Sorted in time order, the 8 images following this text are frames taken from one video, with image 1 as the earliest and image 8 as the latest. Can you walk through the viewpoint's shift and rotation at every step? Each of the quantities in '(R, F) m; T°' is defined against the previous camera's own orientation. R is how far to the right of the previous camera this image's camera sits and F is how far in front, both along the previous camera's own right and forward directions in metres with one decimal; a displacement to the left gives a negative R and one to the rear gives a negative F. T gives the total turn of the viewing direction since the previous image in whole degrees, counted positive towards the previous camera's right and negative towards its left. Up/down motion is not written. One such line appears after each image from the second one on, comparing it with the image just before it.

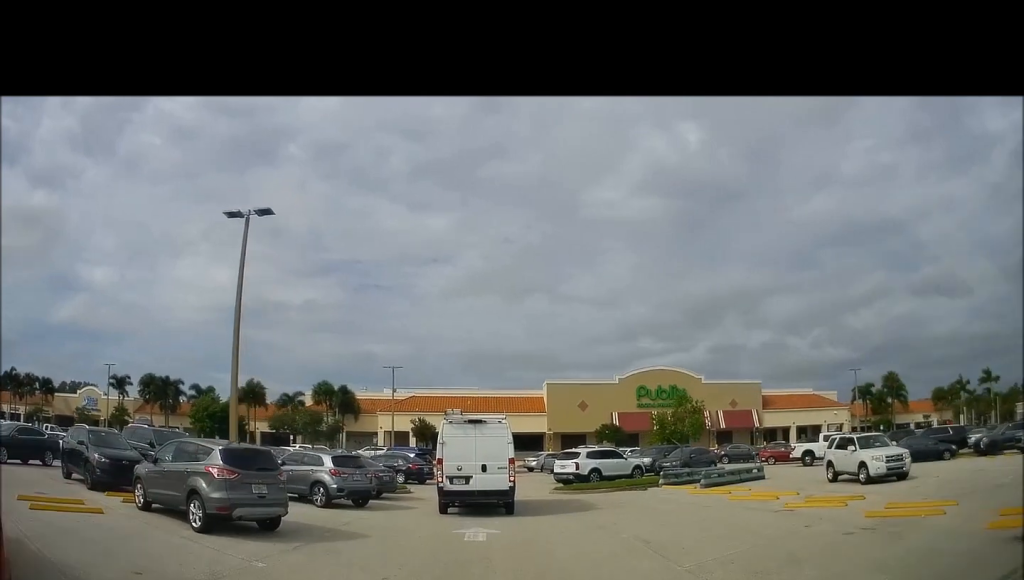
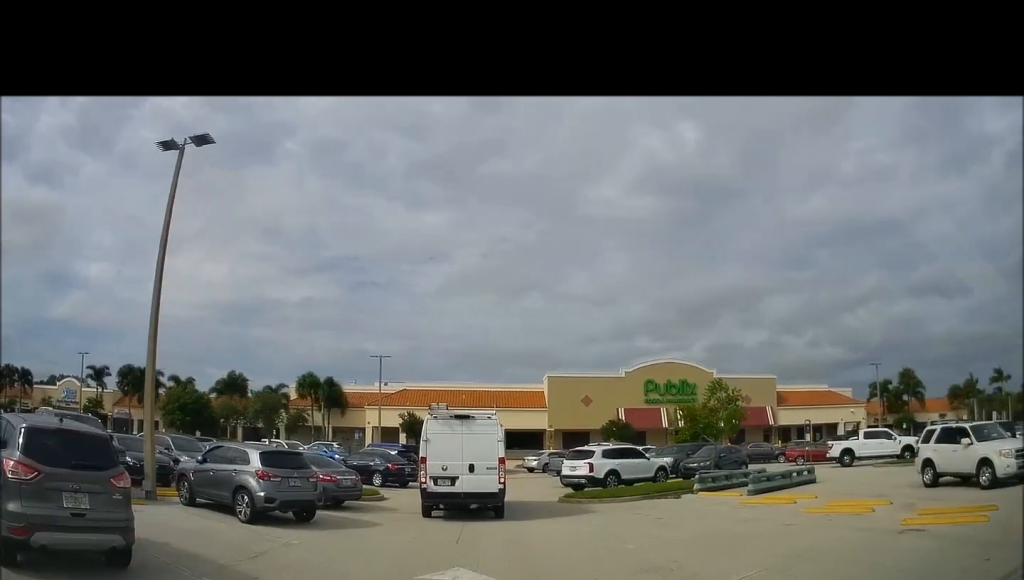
(0.0, +4.8) m; 0°
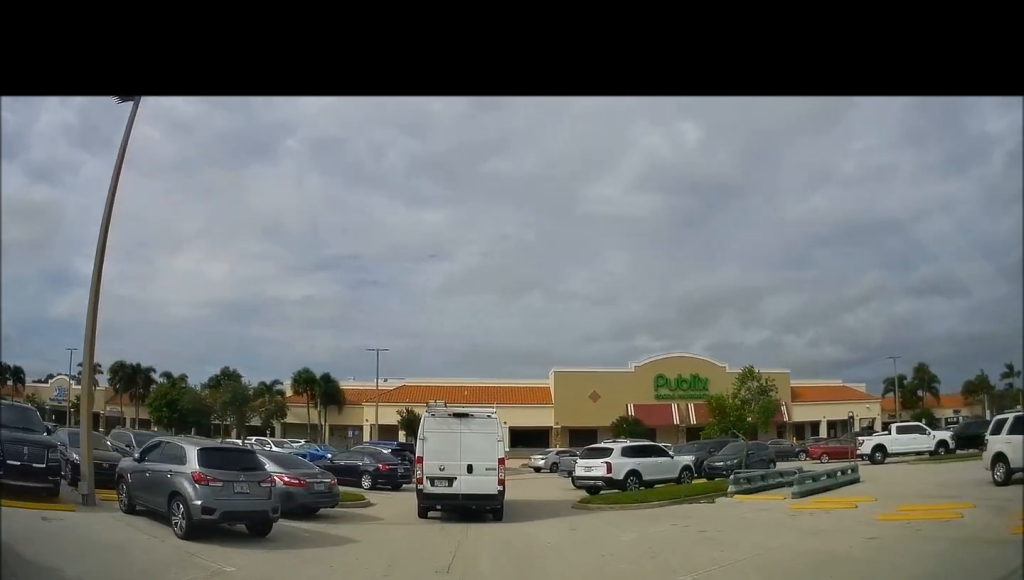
(0.0, +3.0) m; 0°
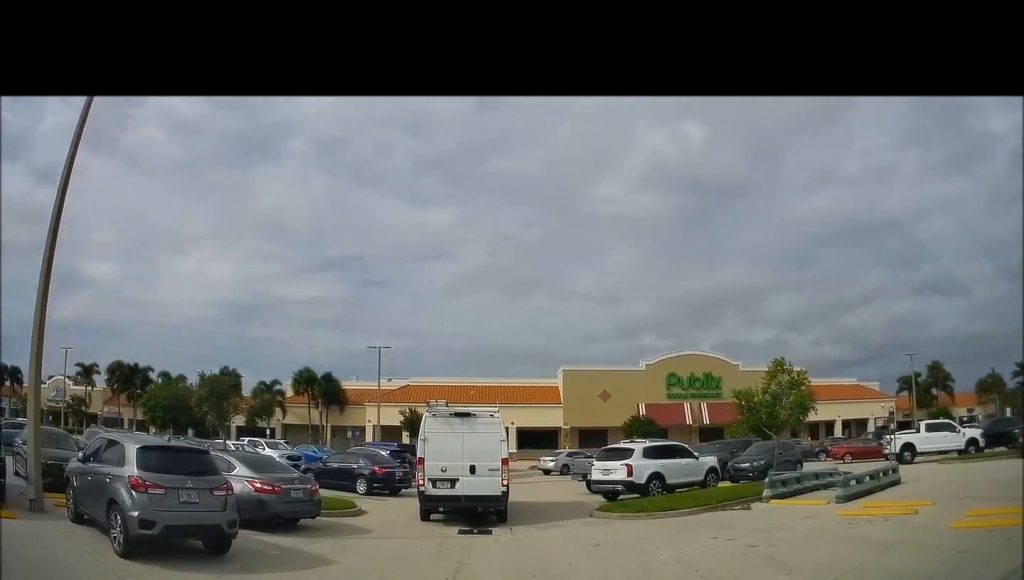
(0.0, +2.1) m; 0°
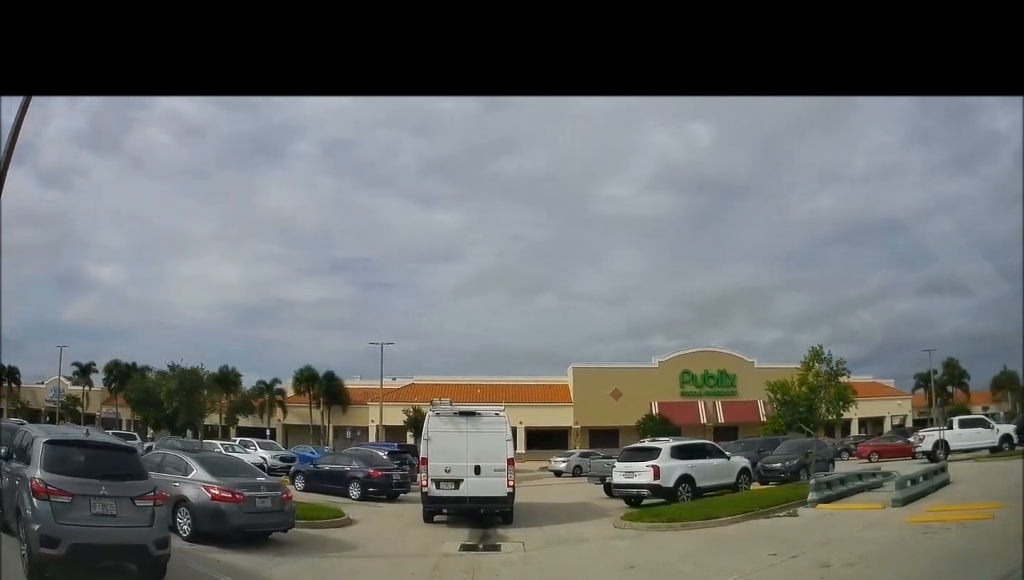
(0.0, +2.1) m; 0°
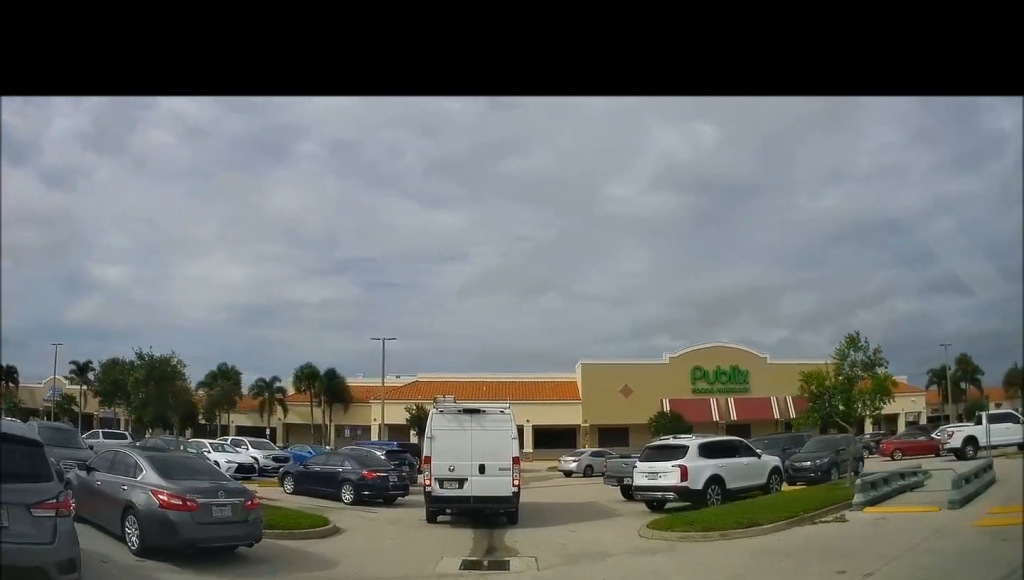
(0.0, +1.7) m; 0°
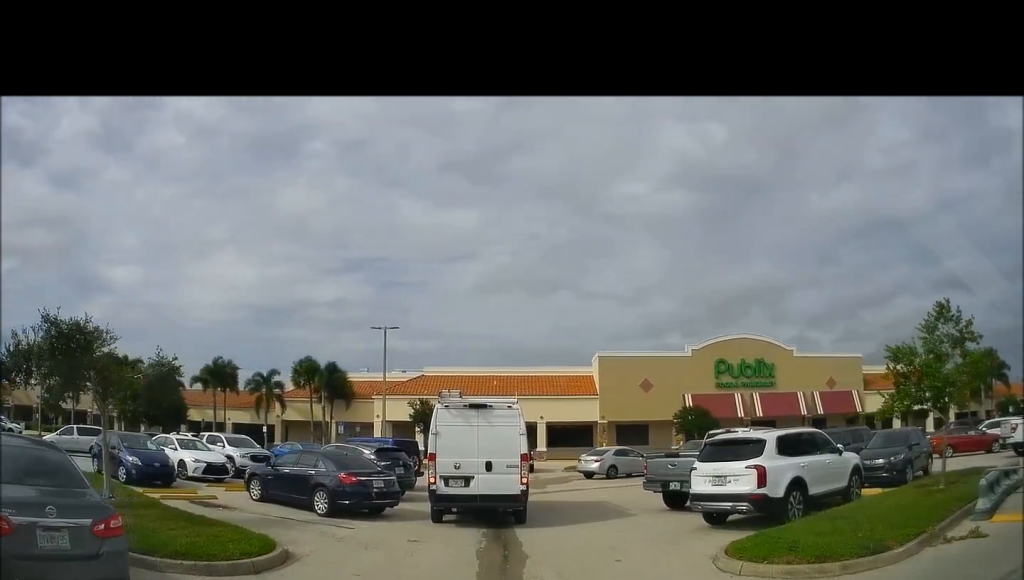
(0.0, +3.7) m; 0°
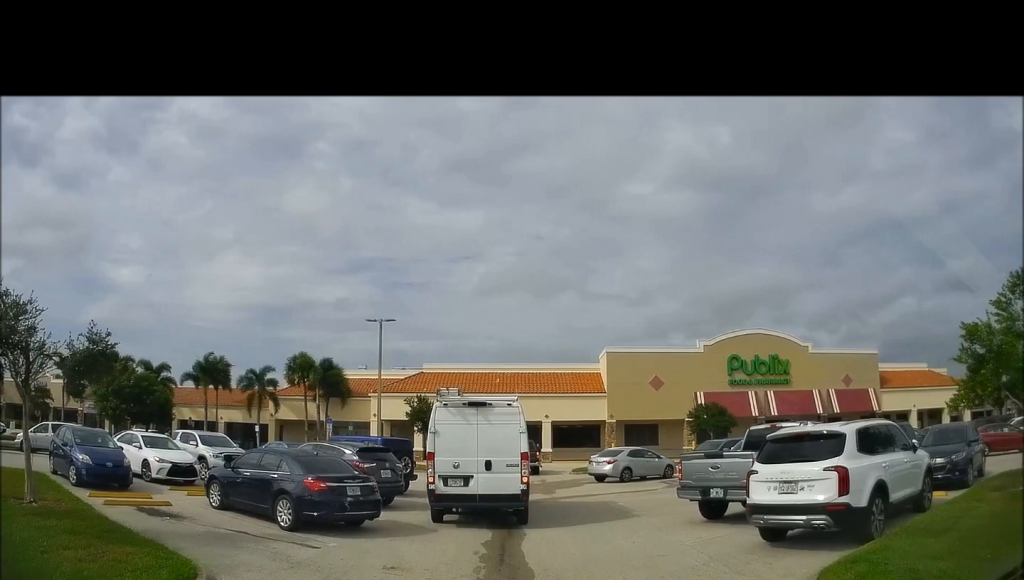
(0.0, +2.6) m; 0°
